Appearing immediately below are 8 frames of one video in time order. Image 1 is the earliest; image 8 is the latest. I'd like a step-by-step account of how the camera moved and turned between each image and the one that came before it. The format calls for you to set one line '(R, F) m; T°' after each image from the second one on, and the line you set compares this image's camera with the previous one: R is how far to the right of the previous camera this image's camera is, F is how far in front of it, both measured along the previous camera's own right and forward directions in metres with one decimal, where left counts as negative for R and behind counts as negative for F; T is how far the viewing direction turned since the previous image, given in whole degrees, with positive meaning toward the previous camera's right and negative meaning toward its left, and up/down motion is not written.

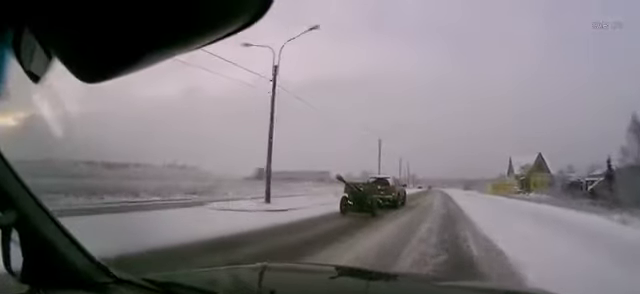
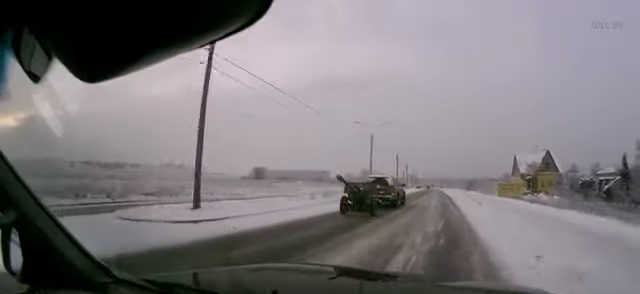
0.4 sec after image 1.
(0.0, +4.6) m; -1°
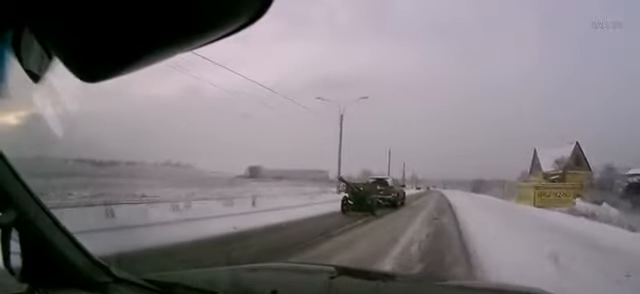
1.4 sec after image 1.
(-0.3, +12.0) m; -1°
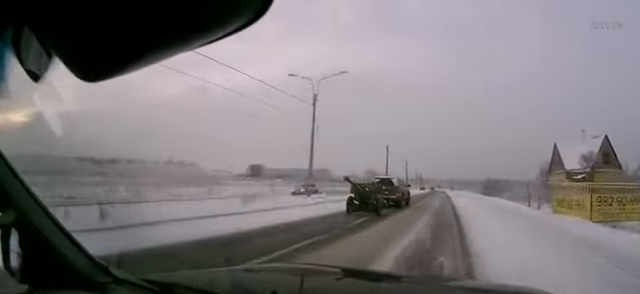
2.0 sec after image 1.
(-0.2, +6.6) m; 0°
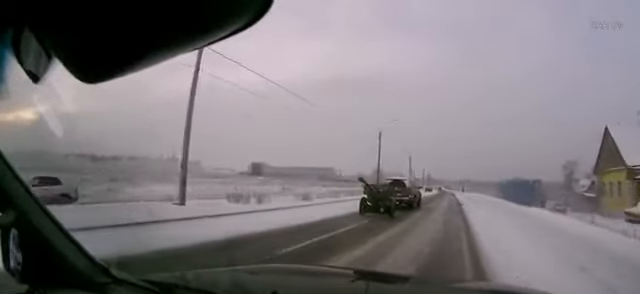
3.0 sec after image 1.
(+0.4, +11.2) m; 0°
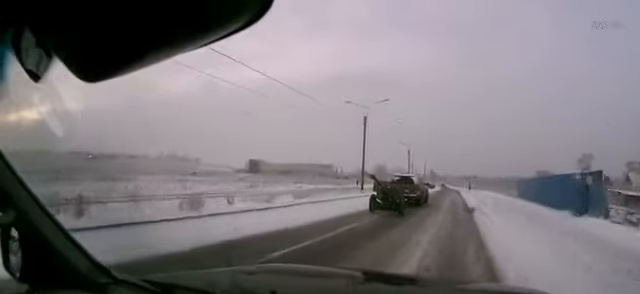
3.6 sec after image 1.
(-0.3, +7.6) m; -2°
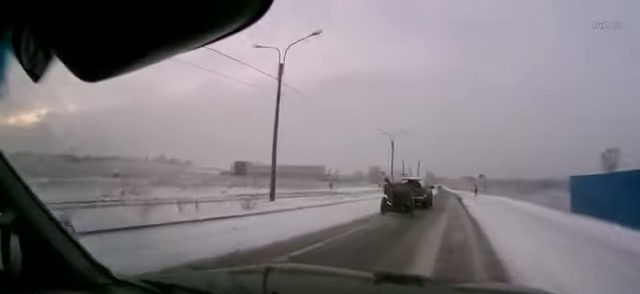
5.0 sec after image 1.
(-0.2, +14.7) m; -1°
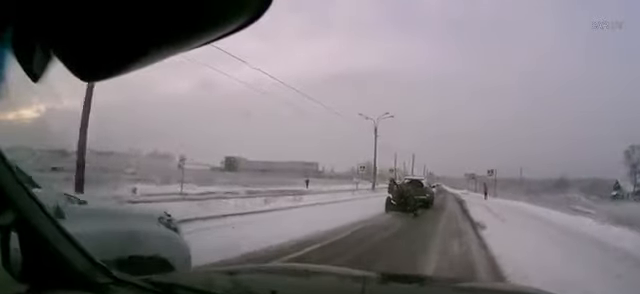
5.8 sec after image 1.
(0.0, +9.3) m; 0°
